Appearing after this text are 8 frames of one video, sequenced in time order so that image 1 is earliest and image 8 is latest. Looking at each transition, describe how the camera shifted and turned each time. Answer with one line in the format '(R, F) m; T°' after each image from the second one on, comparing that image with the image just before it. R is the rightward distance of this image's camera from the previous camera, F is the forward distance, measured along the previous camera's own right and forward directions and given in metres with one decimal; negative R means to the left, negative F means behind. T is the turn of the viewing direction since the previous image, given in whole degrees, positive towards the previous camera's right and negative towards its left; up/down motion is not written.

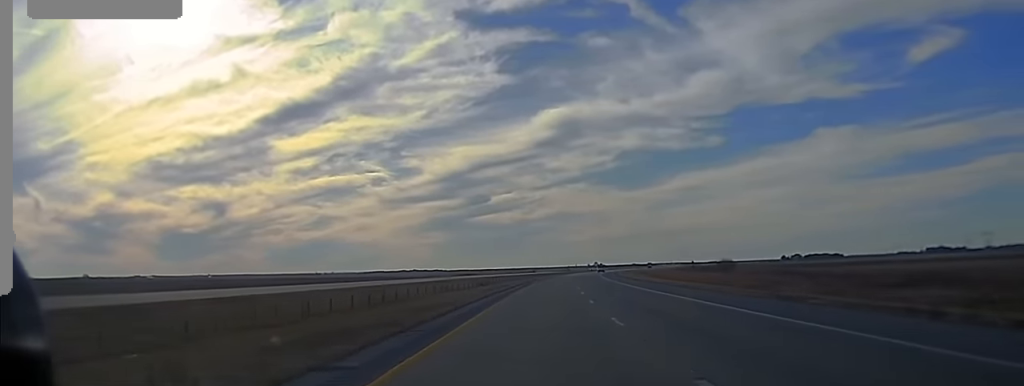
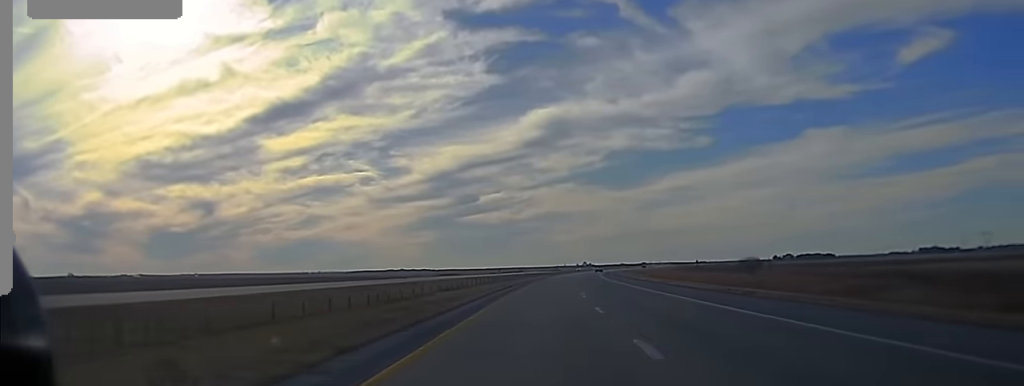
(+0.3, +31.0) m; +1°
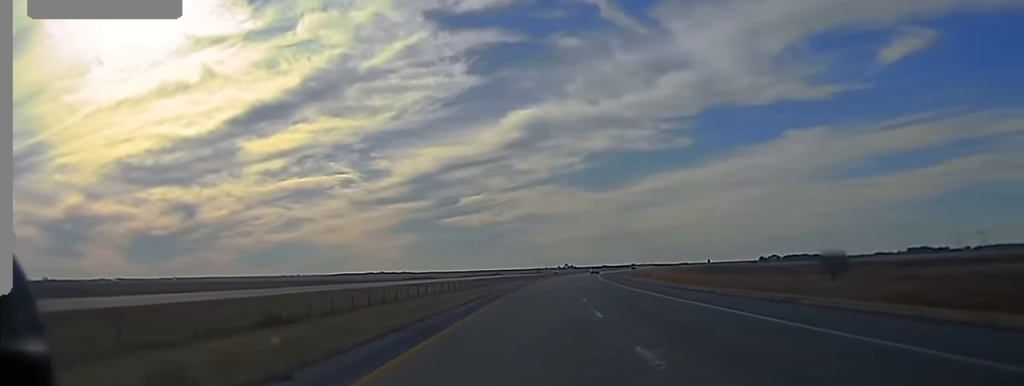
(+0.6, +50.1) m; +1°
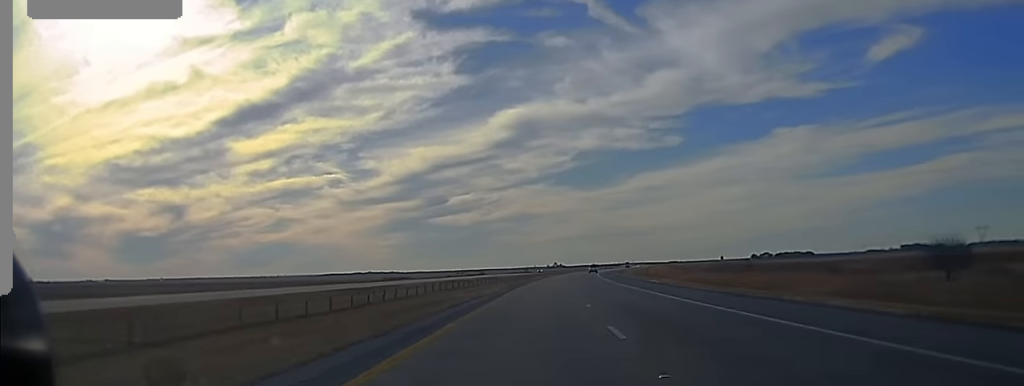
(+0.2, +33.0) m; +1°
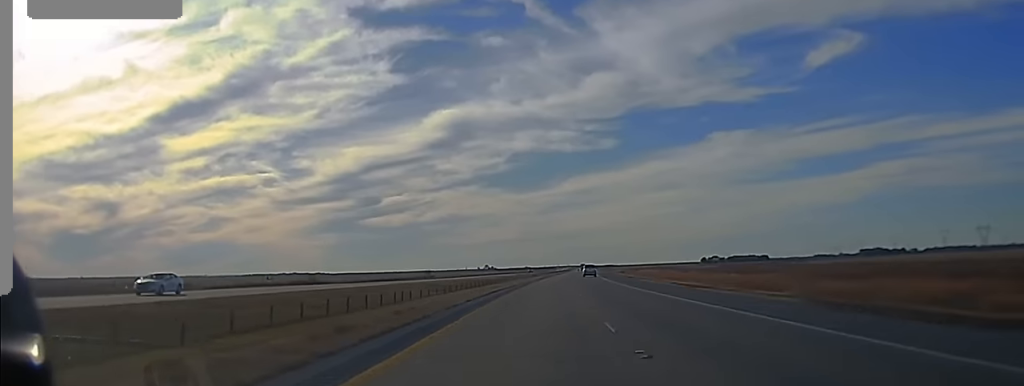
(+6.9, +191.5) m; +4°
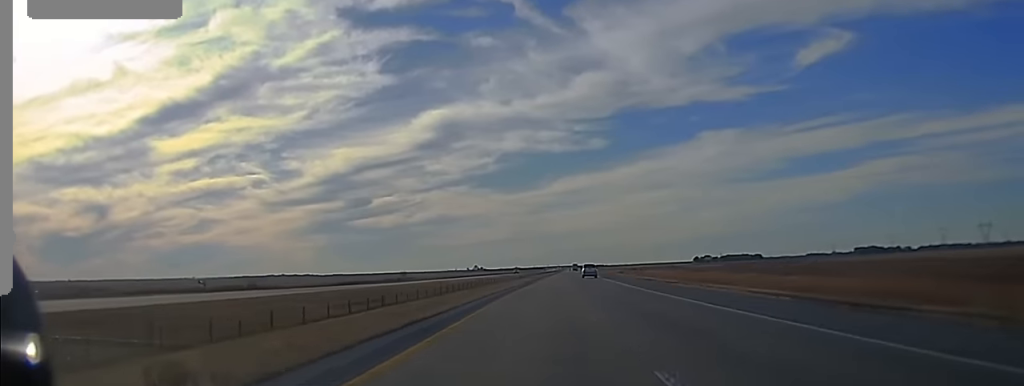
(+0.3, +31.5) m; +1°
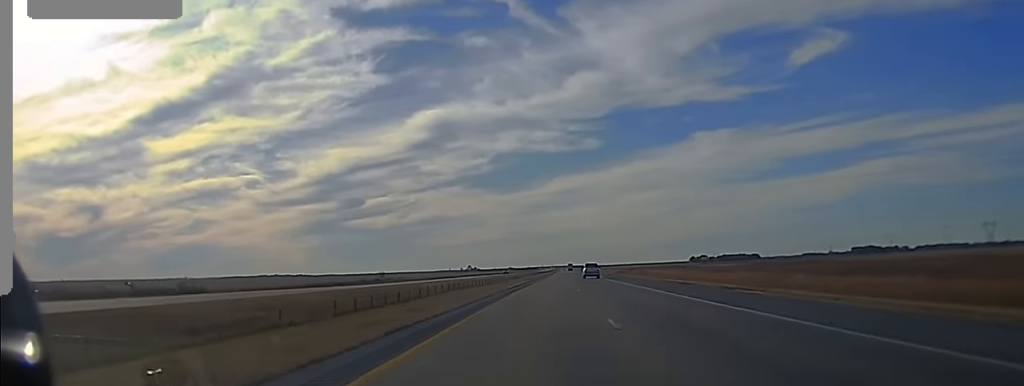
(0.0, +26.3) m; +1°
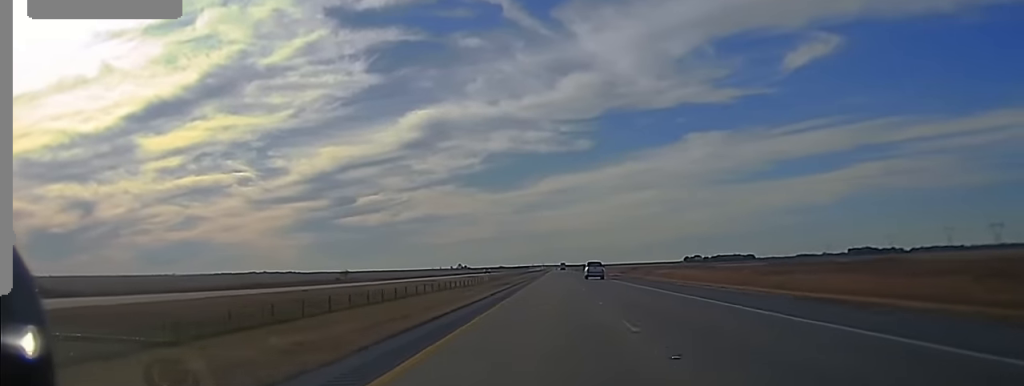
(+0.4, +38.6) m; +1°
